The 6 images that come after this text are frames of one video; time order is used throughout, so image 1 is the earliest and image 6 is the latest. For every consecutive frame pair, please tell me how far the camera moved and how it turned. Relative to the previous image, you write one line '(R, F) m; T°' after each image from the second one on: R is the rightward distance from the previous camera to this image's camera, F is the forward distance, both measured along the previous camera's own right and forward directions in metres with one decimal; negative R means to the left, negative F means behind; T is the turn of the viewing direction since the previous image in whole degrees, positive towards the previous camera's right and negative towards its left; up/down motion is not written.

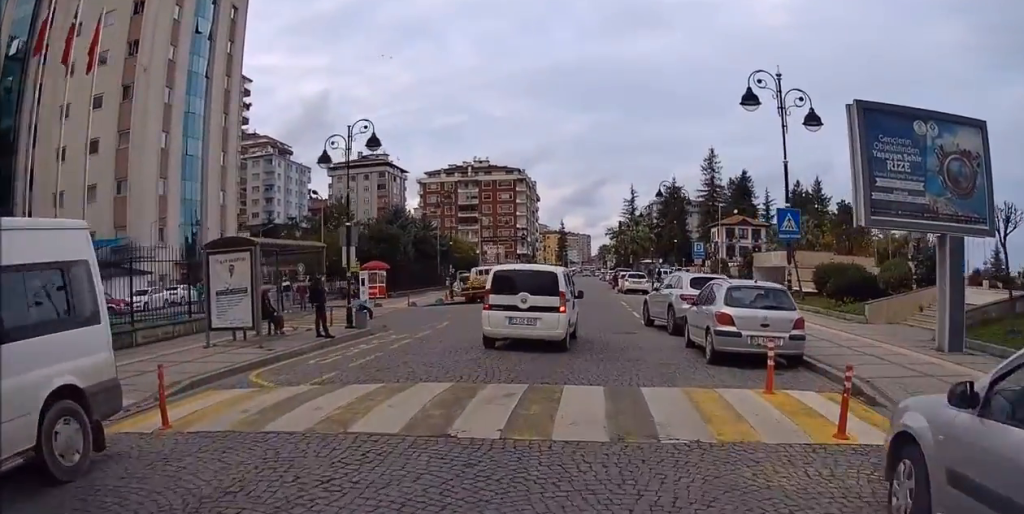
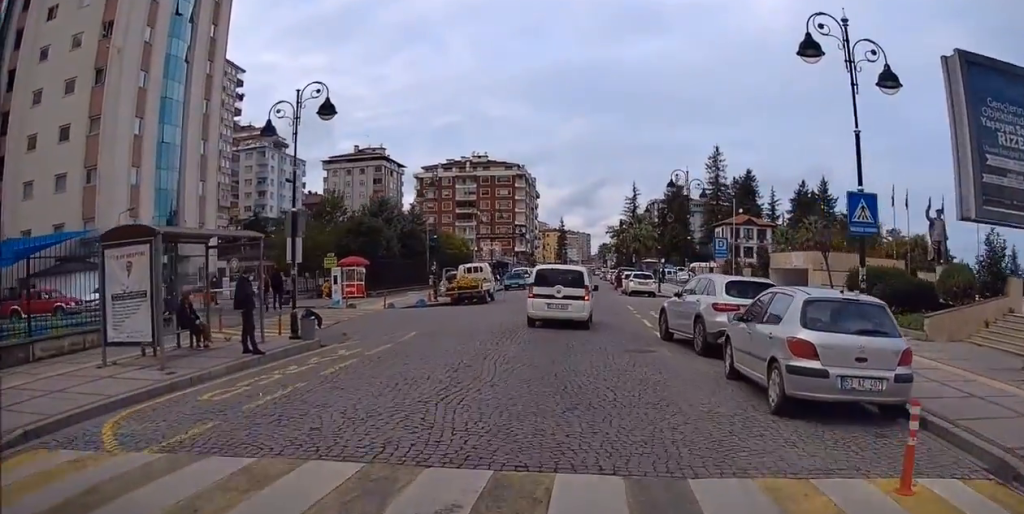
(+0.1, +4.1) m; +3°
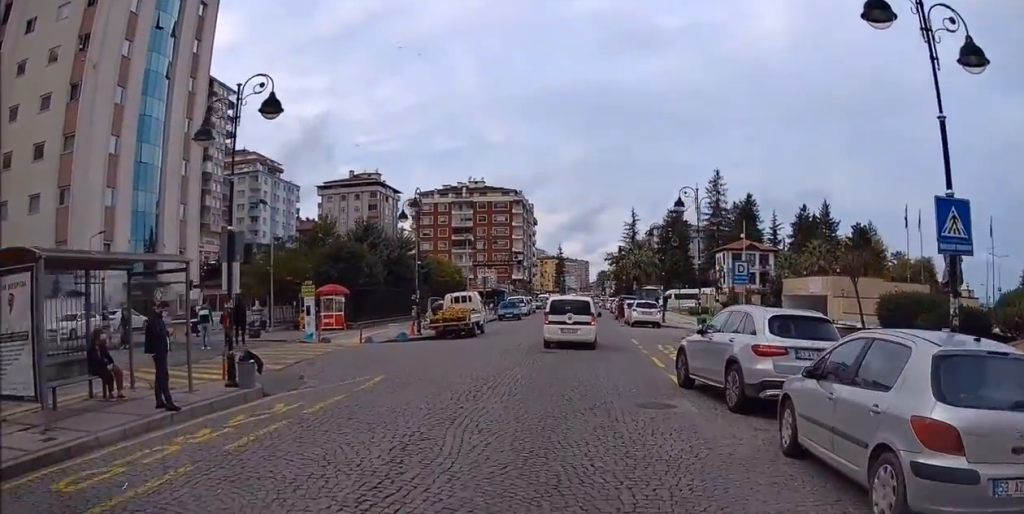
(0.0, +3.2) m; +2°
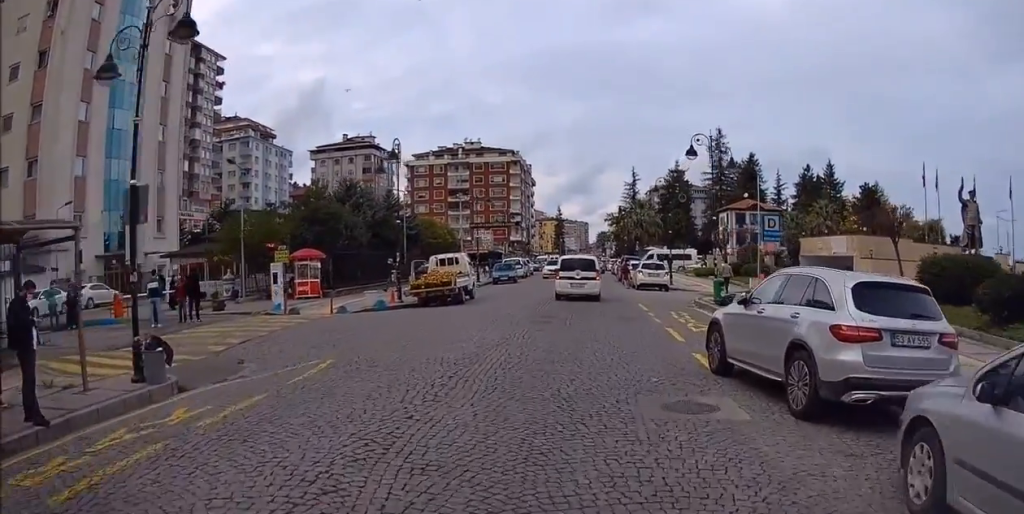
(+0.2, +3.1) m; +2°
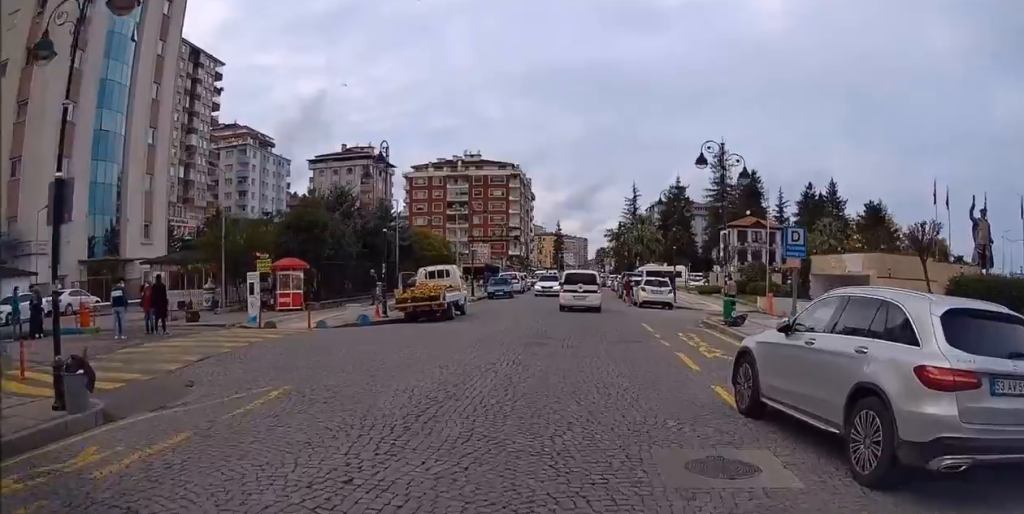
(0.0, +2.0) m; 0°
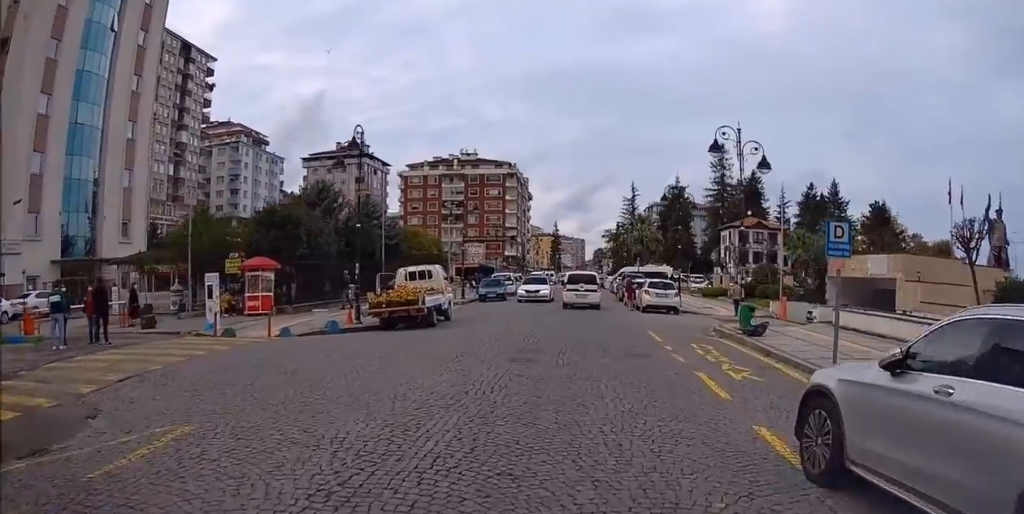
(0.0, +2.7) m; -2°
